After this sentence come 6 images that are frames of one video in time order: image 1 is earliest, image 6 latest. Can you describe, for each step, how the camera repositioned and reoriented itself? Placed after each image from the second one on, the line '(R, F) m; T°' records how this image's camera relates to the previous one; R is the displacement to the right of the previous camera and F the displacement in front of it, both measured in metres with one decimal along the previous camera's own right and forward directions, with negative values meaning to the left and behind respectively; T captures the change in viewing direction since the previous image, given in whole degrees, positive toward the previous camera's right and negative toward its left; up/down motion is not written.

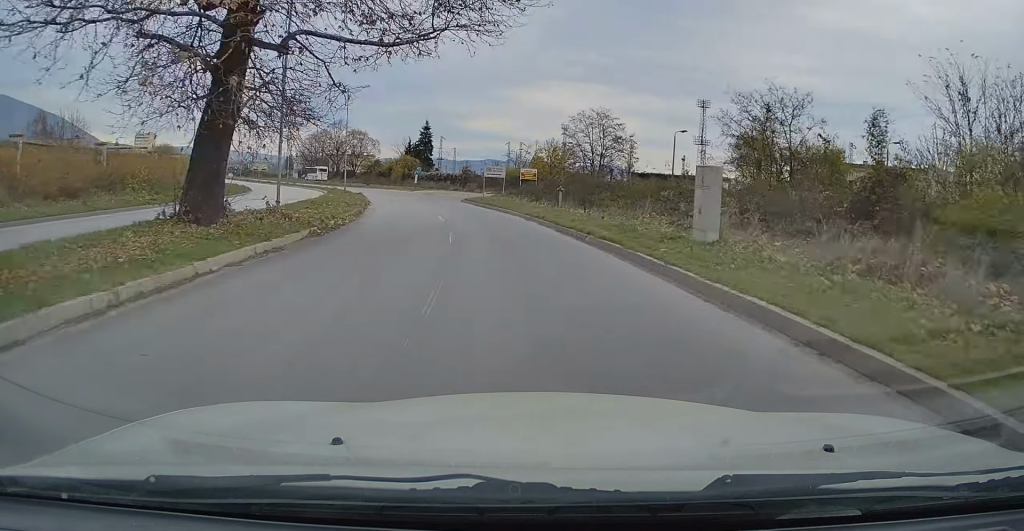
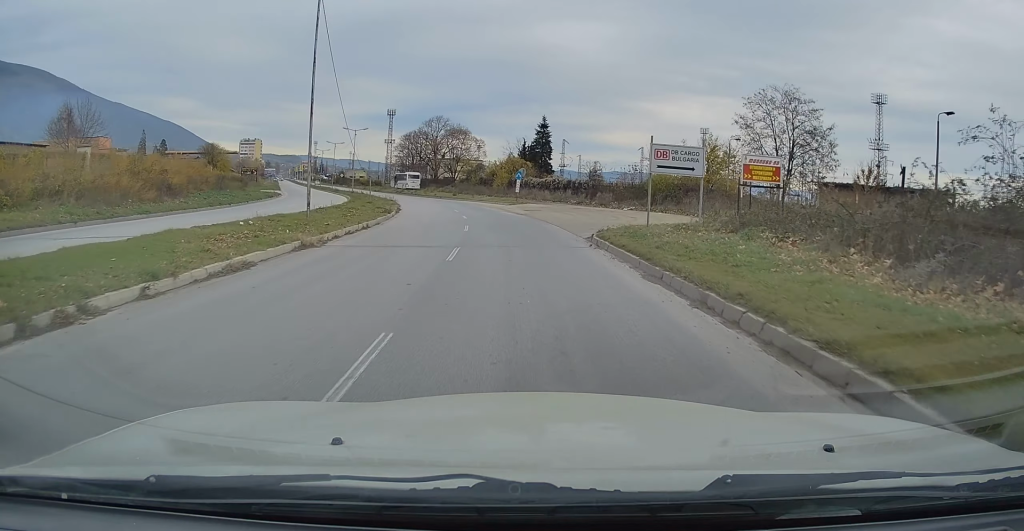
(-2.8, +28.4) m; -11°
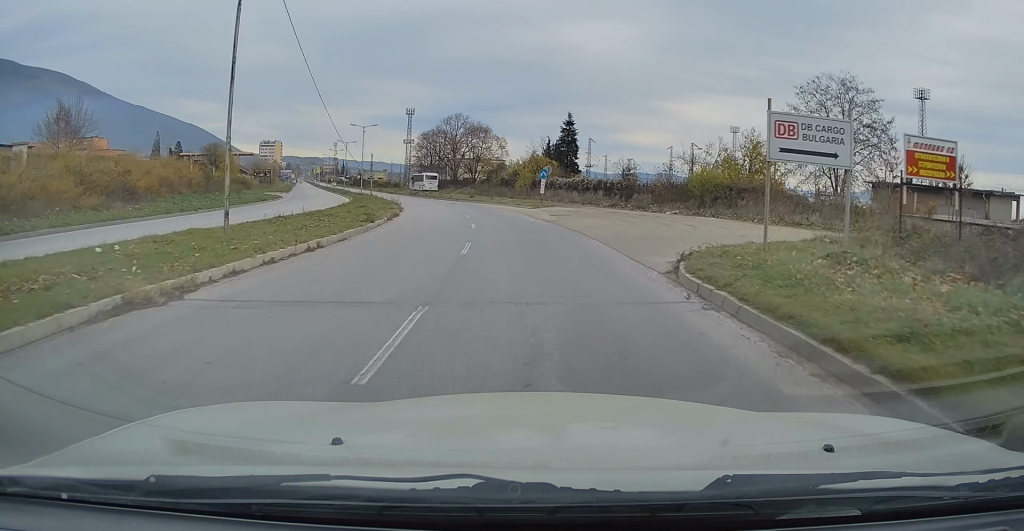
(0.0, +7.3) m; -2°
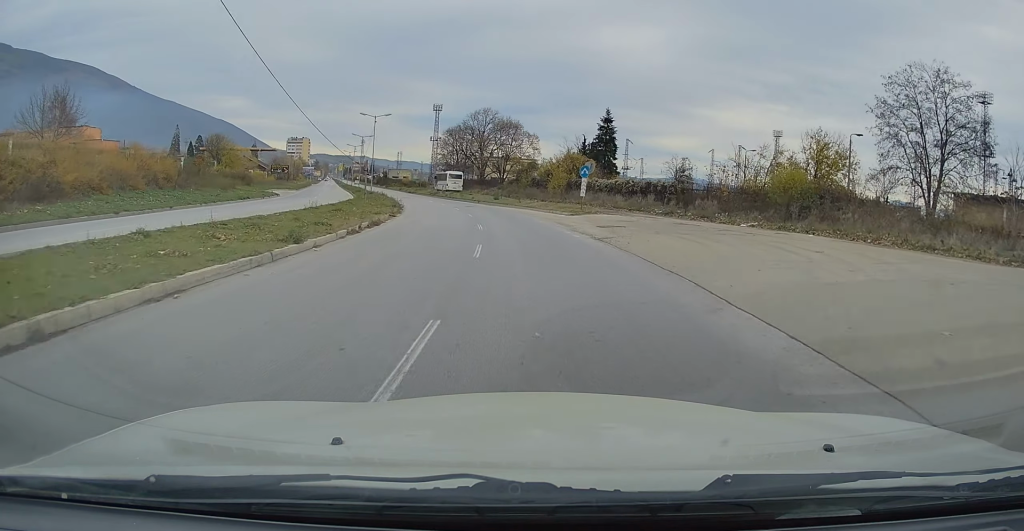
(-0.3, +9.7) m; -2°
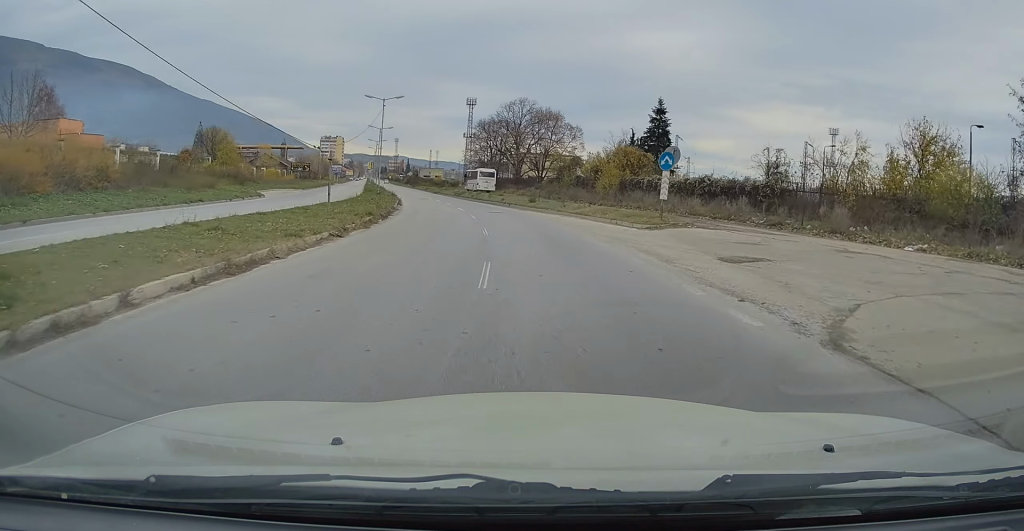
(-0.4, +12.6) m; -3°
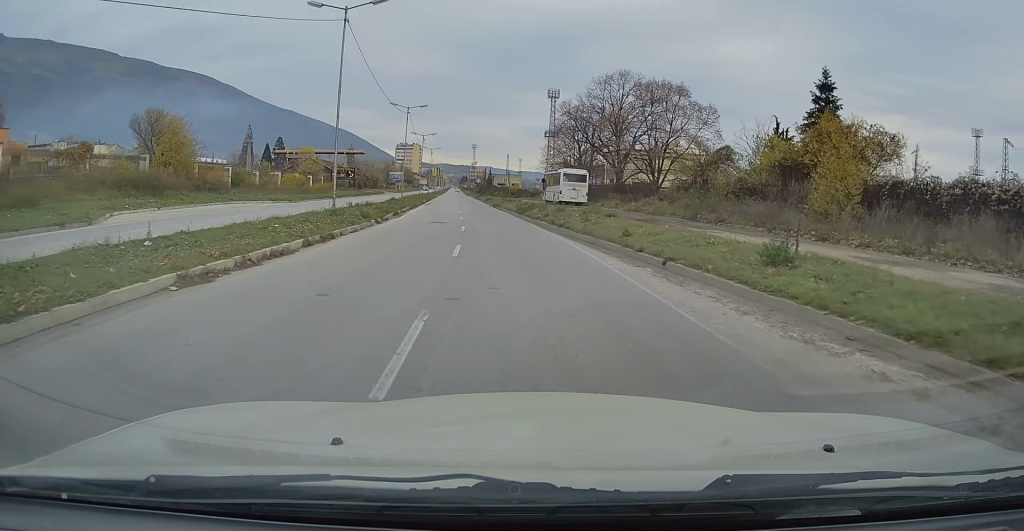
(-2.1, +30.4) m; -9°
